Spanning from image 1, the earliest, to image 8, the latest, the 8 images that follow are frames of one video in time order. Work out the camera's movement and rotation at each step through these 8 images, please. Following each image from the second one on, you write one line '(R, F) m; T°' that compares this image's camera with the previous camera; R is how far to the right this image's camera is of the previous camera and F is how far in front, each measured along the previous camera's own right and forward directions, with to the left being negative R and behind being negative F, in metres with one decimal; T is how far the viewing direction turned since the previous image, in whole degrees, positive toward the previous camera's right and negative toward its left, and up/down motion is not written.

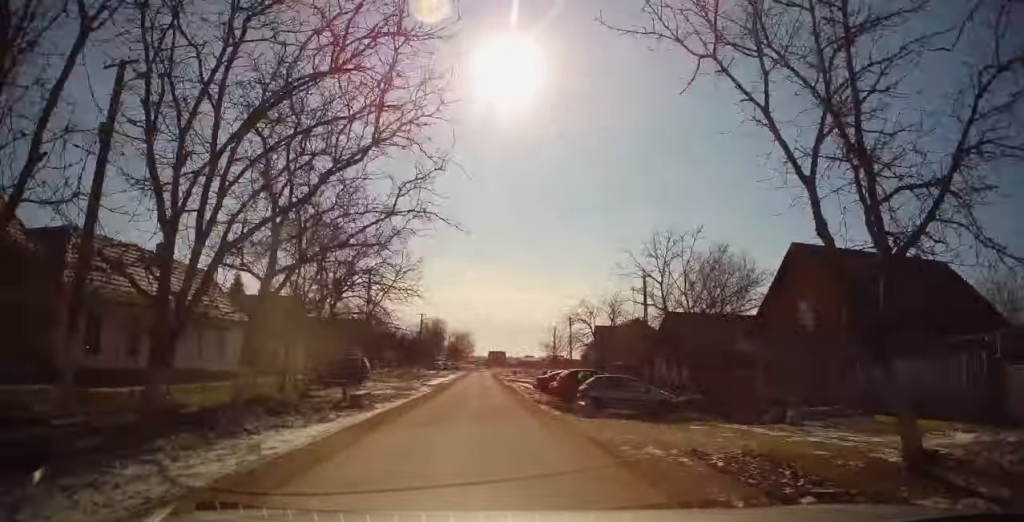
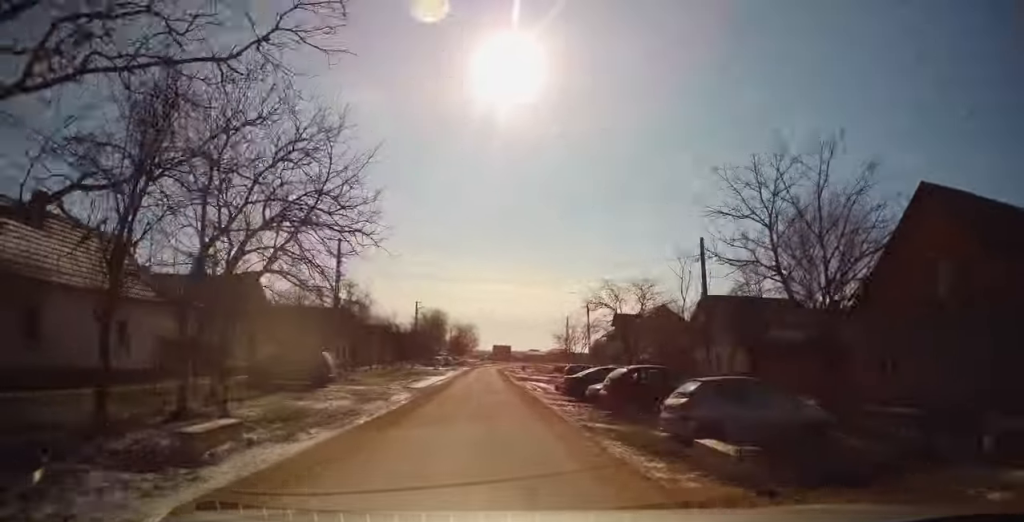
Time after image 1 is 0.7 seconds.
(0.0, +9.6) m; 0°
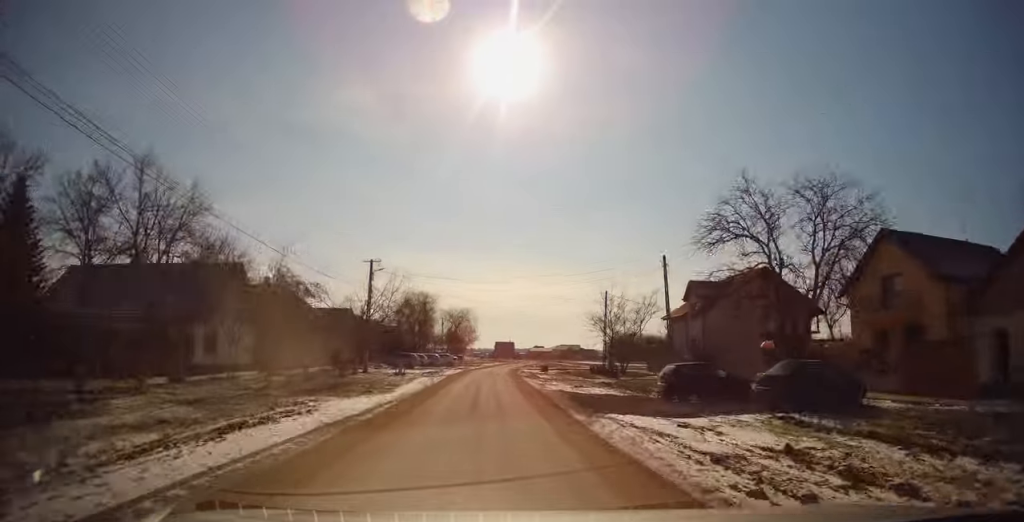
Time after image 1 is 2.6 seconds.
(+0.4, +26.3) m; +1°
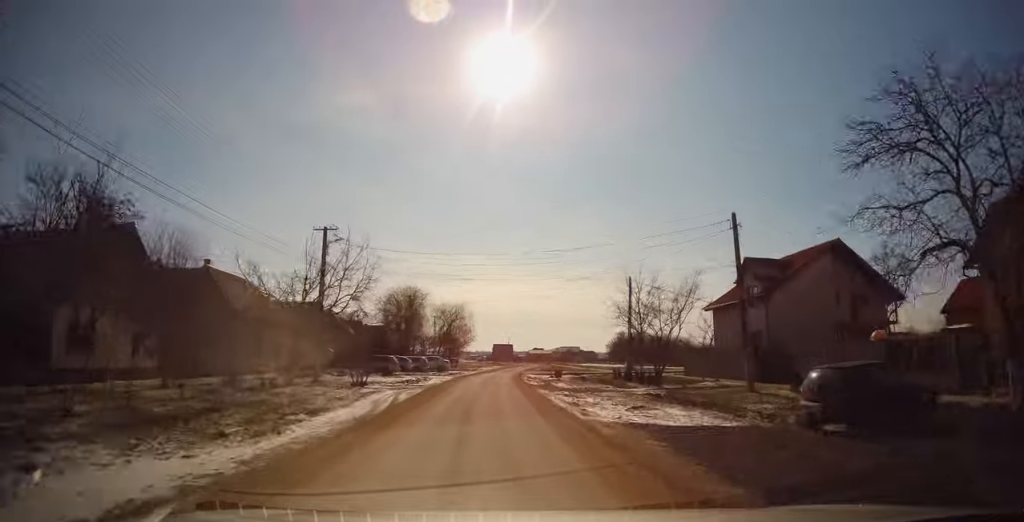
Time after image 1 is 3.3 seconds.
(-0.1, +10.7) m; -1°
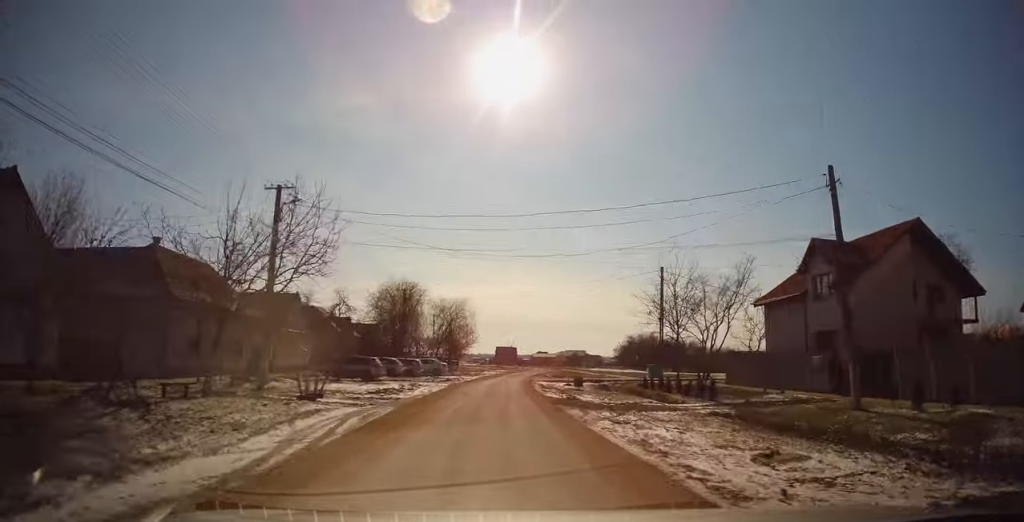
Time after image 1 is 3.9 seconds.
(0.0, +7.3) m; -1°
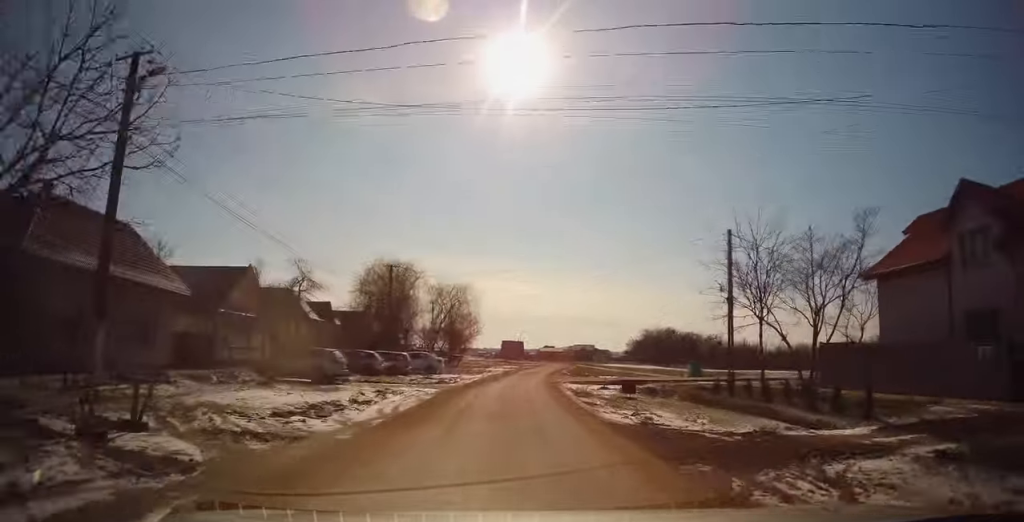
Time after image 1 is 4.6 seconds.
(-0.1, +10.2) m; 0°
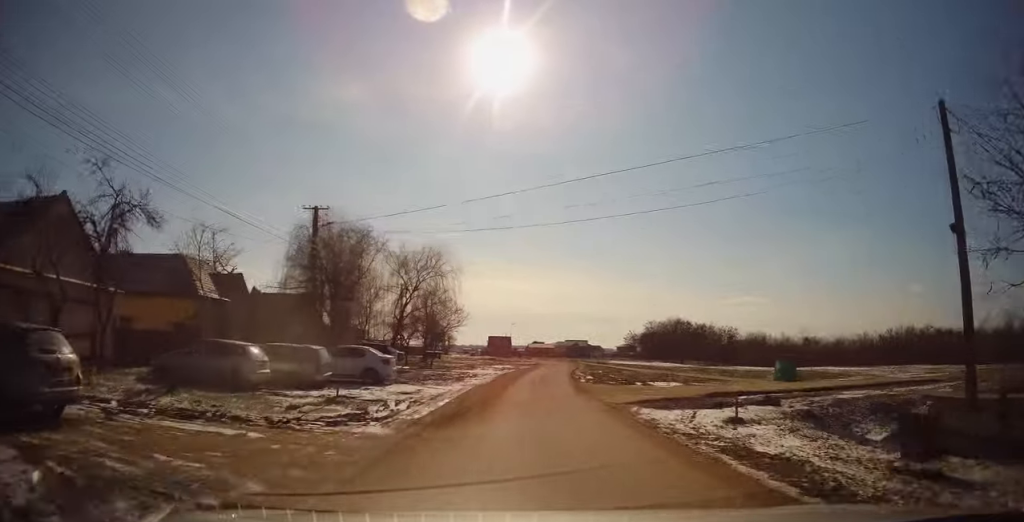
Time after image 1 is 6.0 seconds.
(0.0, +16.3) m; 0°
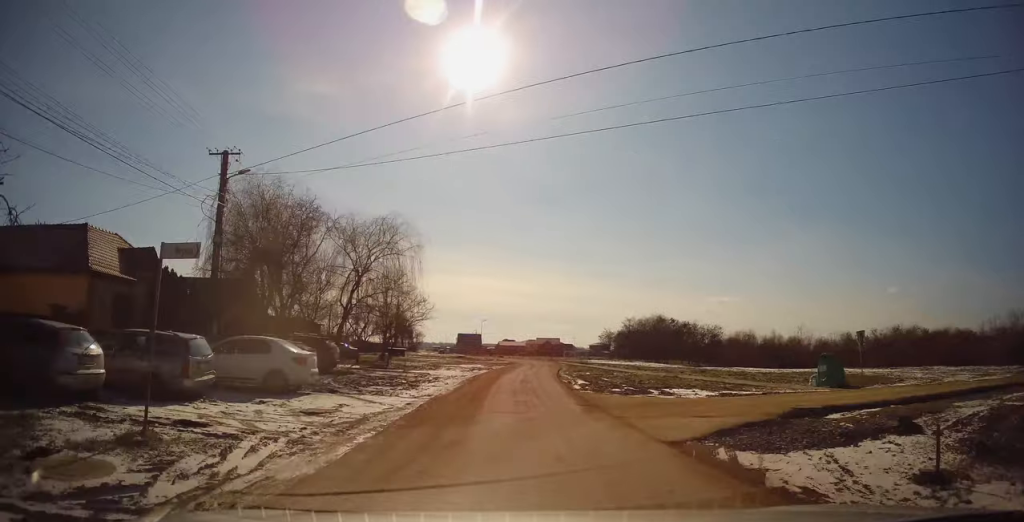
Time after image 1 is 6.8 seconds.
(-0.2, +7.6) m; +1°
